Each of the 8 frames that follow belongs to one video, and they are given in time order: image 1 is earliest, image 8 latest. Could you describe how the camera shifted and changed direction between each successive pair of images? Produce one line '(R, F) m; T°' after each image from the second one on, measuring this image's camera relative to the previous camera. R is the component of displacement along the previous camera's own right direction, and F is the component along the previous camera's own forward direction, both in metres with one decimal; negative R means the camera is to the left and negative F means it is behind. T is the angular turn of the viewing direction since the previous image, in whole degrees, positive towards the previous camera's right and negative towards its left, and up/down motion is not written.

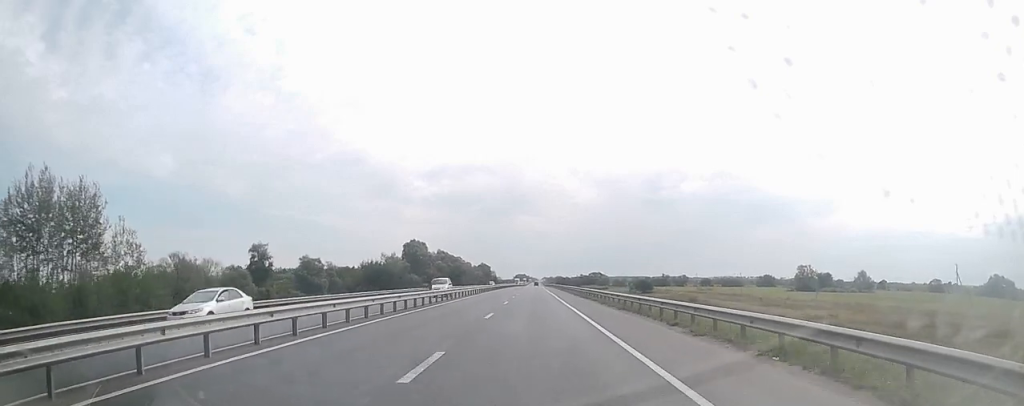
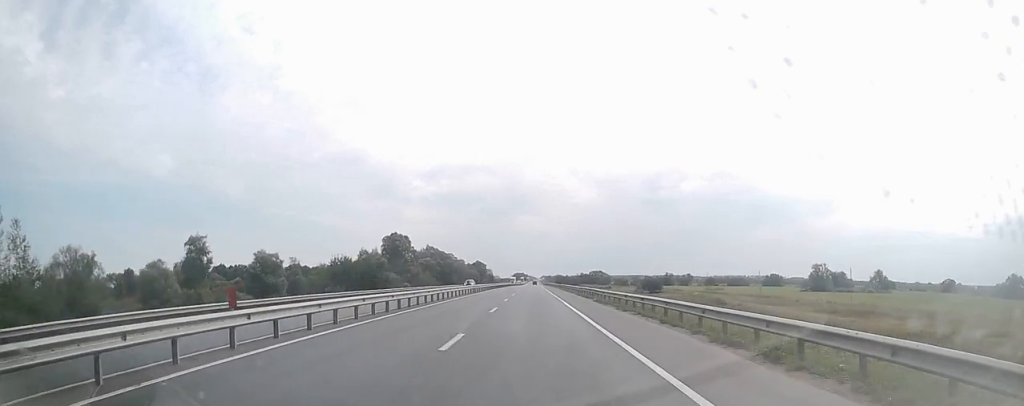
(+0.1, +20.9) m; 0°
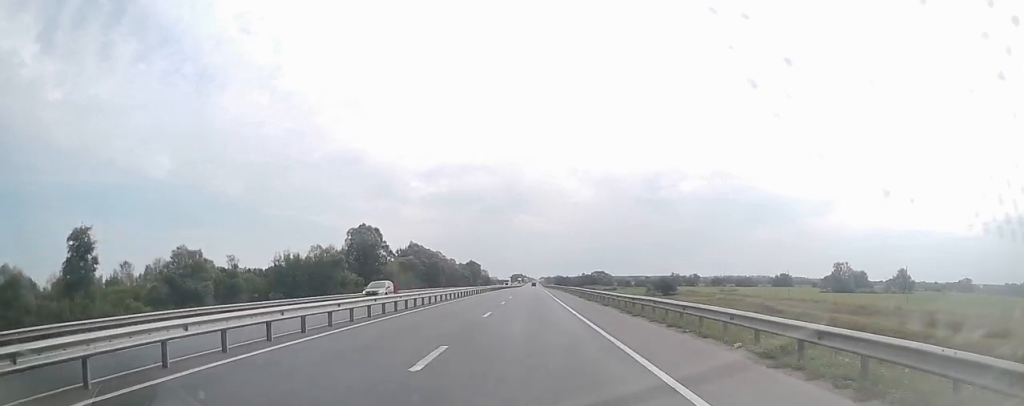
(-0.3, +26.2) m; 0°
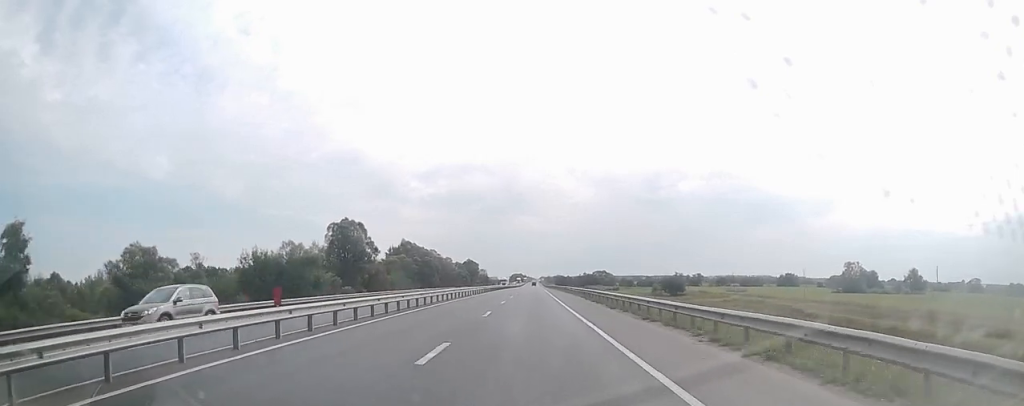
(0.0, +10.7) m; 0°
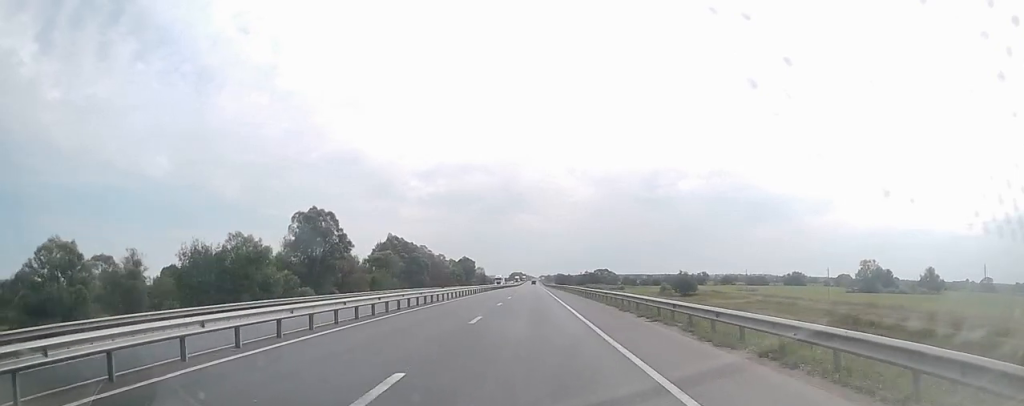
(+0.3, +15.8) m; 0°
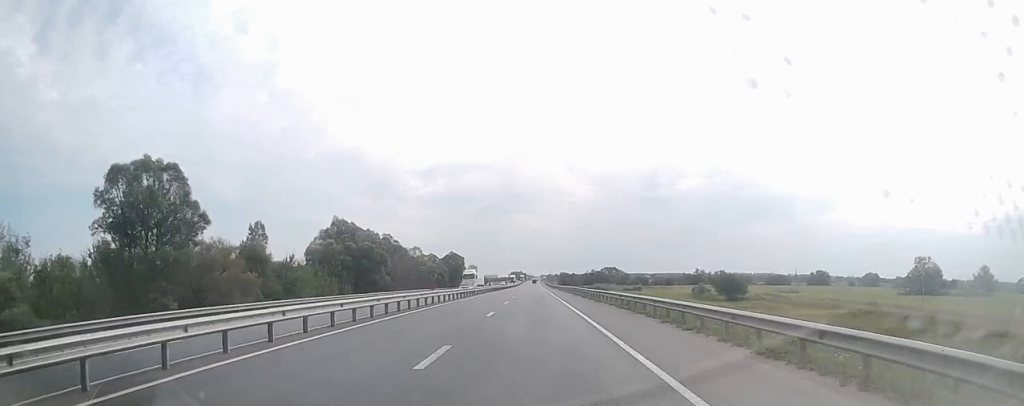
(0.0, +44.5) m; 0°
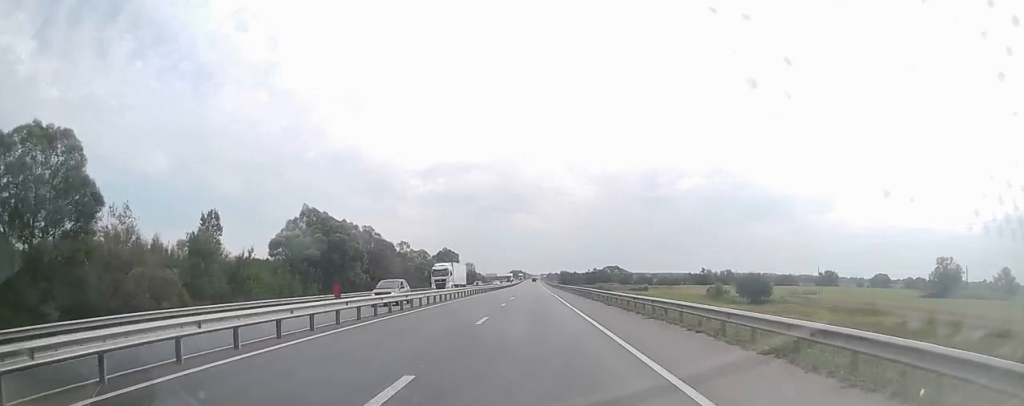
(-0.2, +15.6) m; -1°
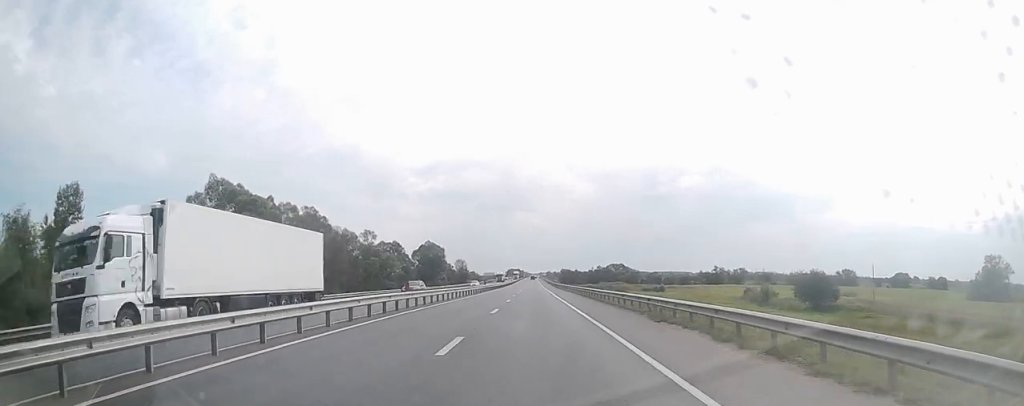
(-0.2, +30.7) m; +1°
